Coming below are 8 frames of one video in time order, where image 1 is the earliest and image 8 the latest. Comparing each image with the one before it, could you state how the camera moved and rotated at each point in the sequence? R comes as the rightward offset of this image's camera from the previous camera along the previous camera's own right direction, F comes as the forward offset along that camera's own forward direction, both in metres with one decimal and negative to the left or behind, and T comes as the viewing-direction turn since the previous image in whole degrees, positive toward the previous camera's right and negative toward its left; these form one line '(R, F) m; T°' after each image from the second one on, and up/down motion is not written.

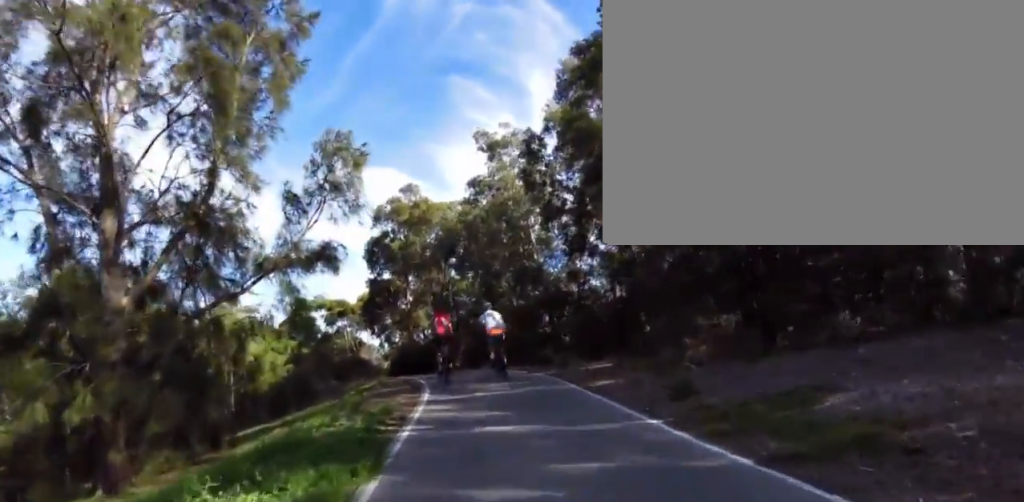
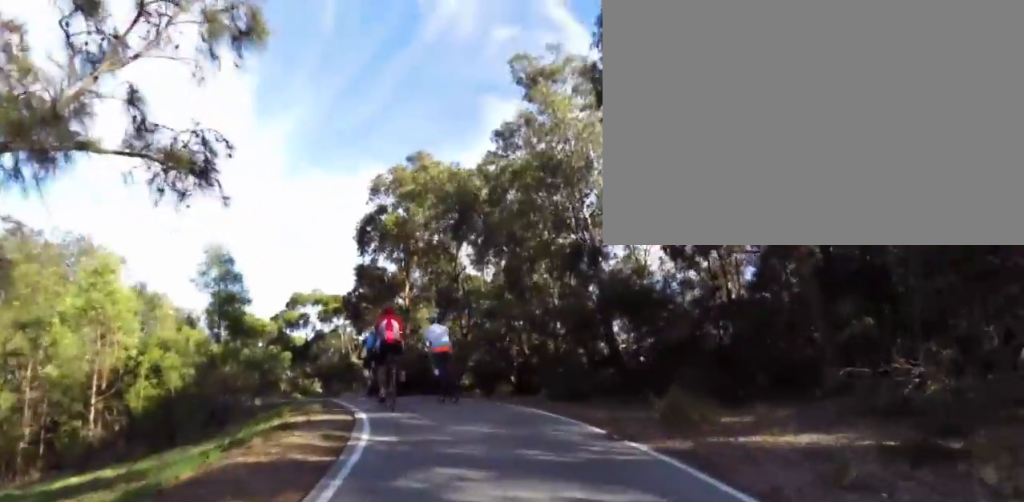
(-0.3, +9.5) m; -5°
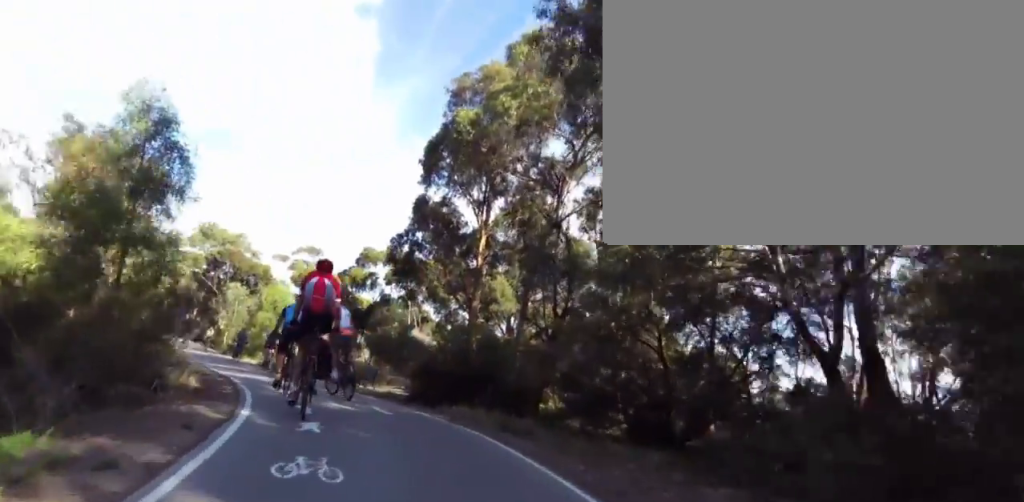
(-0.3, +8.6) m; -2°
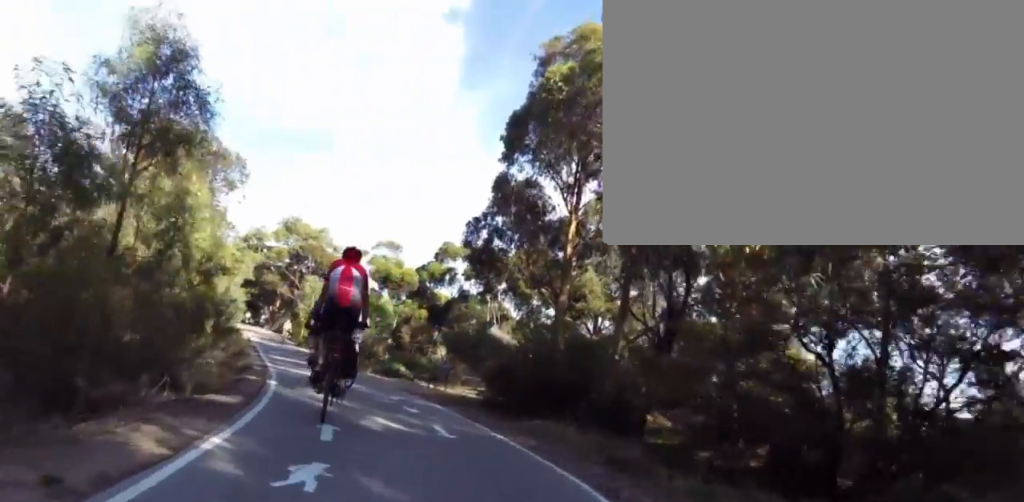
(0.0, +2.0) m; -4°
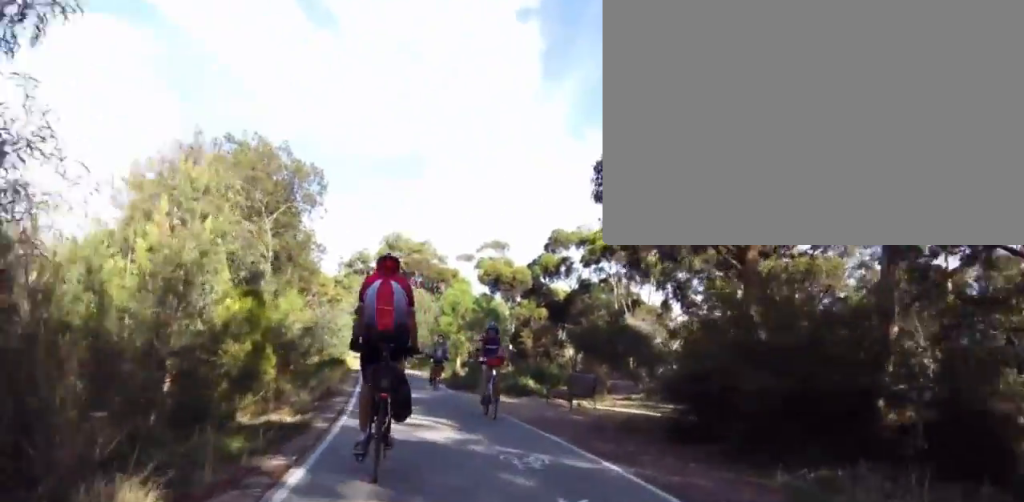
(-0.2, +4.1) m; -13°
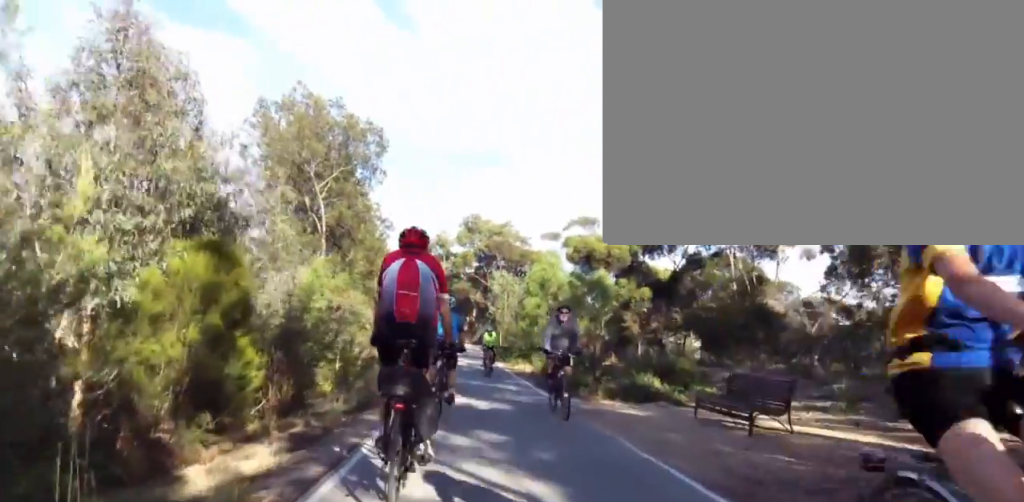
(-0.7, +4.5) m; -15°
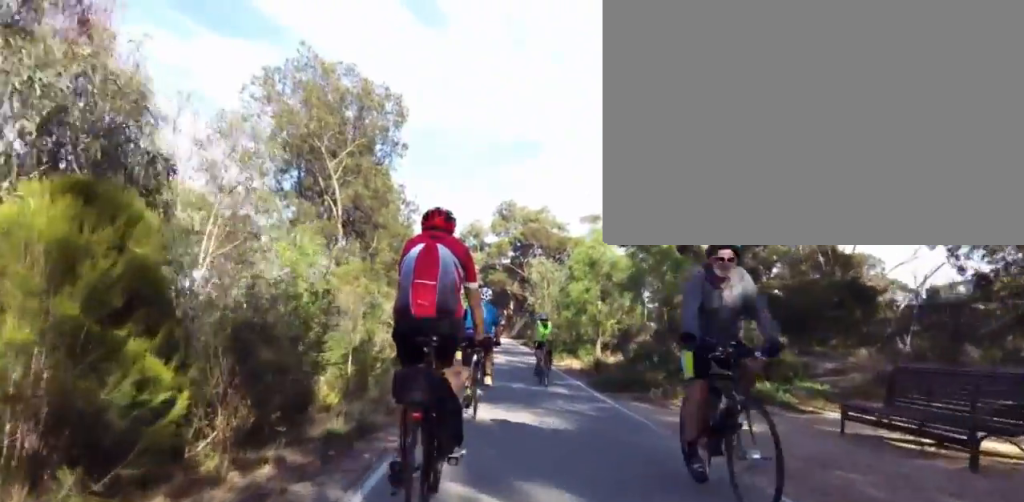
(-0.6, +2.8) m; +1°
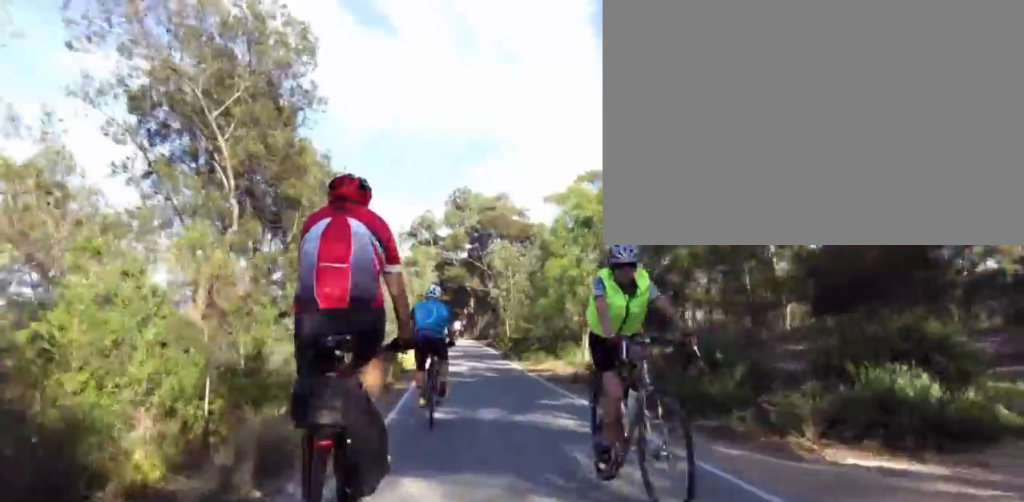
(+0.4, +4.7) m; +6°
